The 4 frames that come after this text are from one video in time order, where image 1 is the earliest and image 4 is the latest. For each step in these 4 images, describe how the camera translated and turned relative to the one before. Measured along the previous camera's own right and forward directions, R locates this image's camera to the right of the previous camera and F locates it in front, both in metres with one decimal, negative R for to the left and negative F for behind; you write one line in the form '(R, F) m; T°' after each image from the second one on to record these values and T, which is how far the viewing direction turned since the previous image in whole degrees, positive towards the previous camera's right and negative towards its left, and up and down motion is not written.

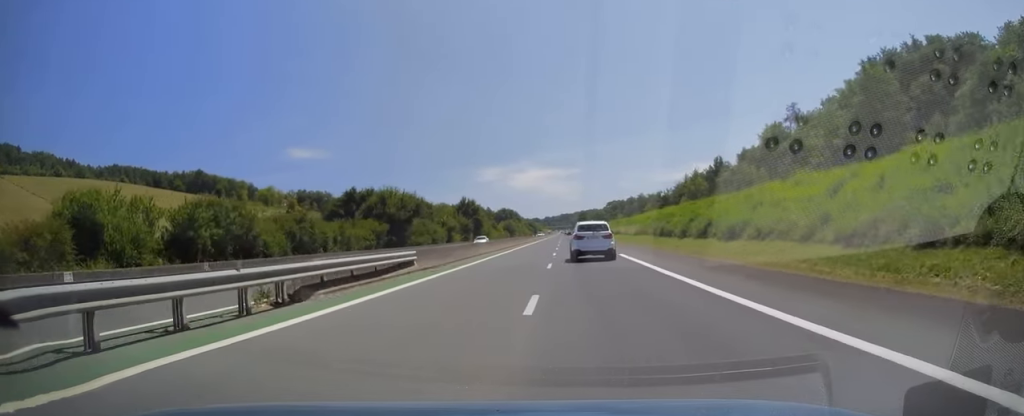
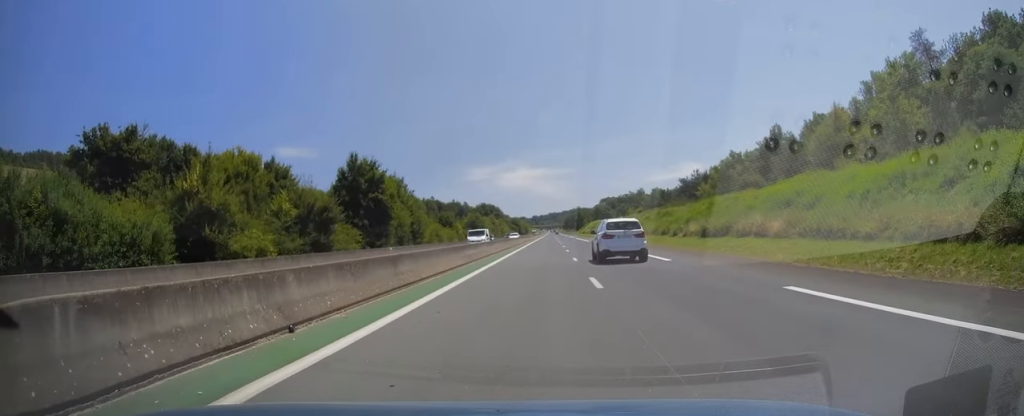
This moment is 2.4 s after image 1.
(+0.7, +73.6) m; +1°
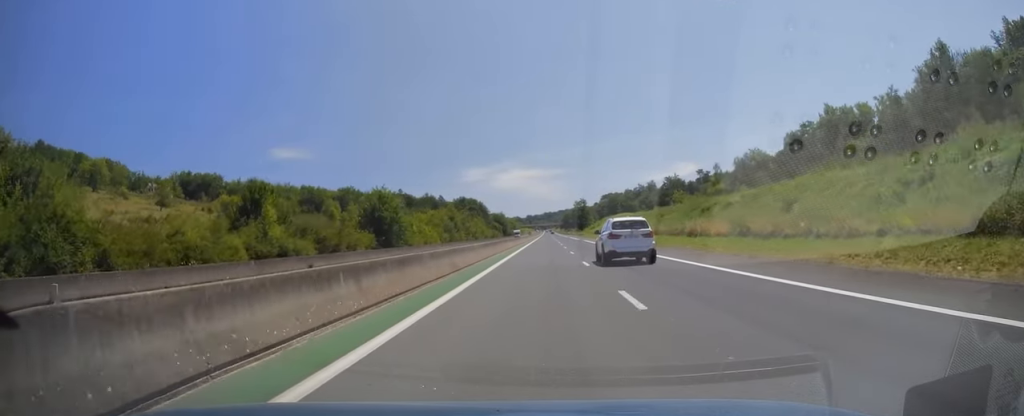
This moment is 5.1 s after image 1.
(+0.7, +81.8) m; +1°
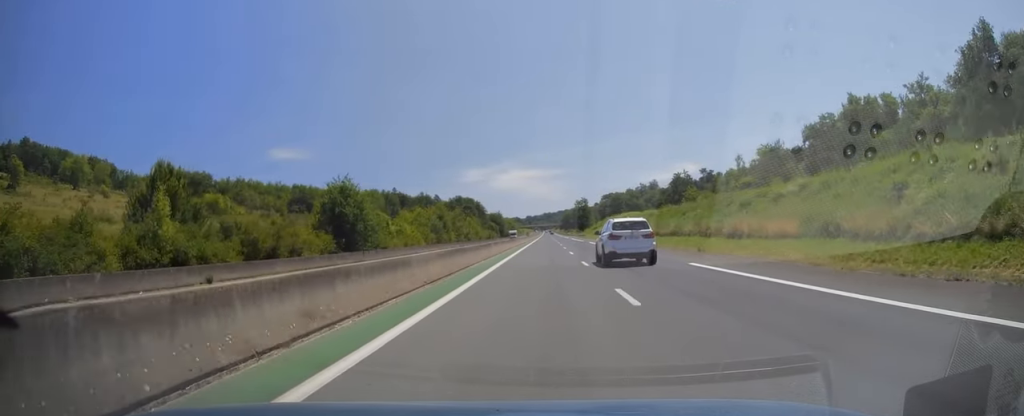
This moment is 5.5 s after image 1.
(0.0, +12.3) m; 0°
